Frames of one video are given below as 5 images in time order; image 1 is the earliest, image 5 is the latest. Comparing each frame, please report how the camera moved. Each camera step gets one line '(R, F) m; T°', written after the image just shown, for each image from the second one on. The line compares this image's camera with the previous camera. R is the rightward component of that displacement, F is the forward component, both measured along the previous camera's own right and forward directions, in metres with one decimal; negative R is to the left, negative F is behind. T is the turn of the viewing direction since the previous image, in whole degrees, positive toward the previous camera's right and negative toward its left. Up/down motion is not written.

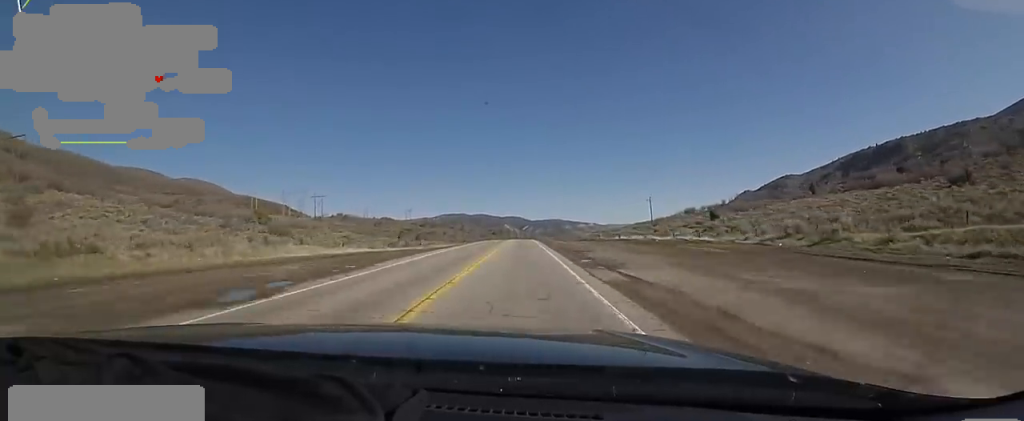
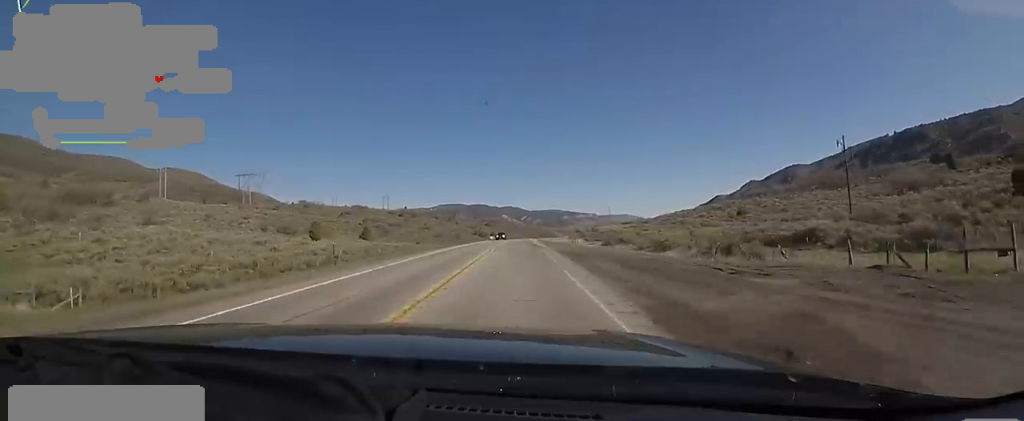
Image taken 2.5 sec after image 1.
(+0.9, +77.6) m; 0°
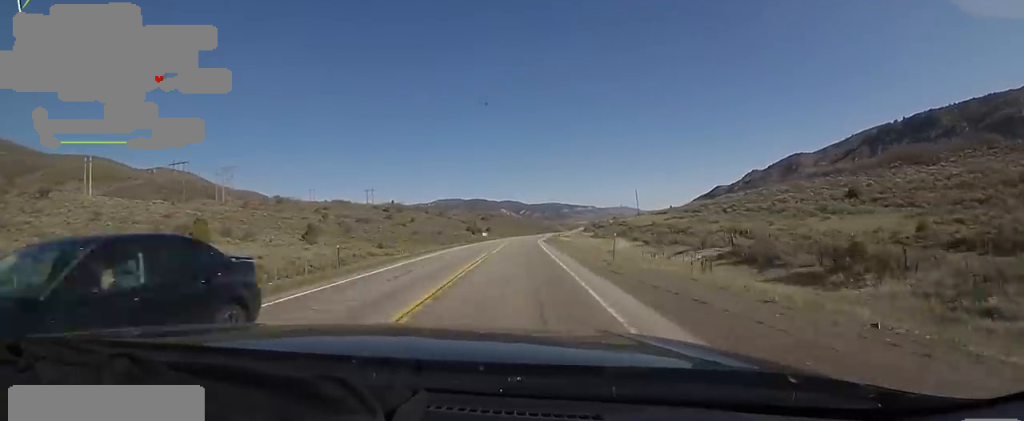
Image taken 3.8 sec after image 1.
(-0.7, +41.7) m; 0°
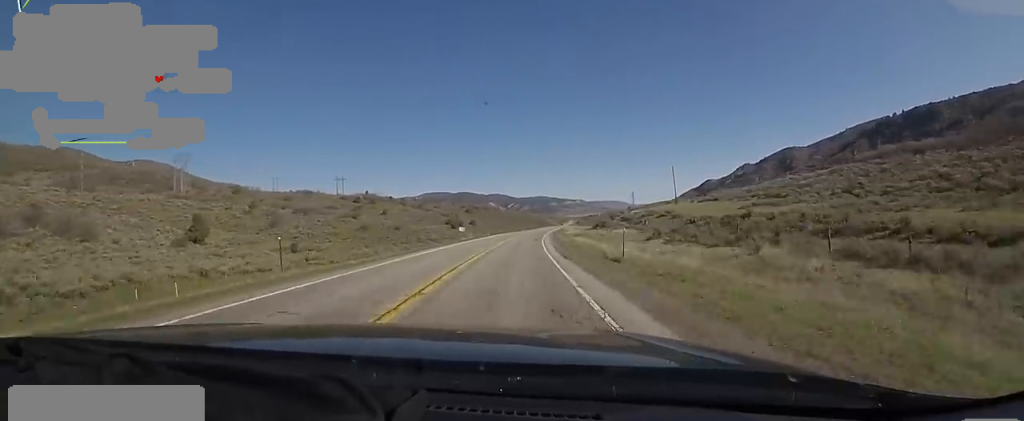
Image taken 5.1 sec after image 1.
(+0.9, +39.8) m; +2°
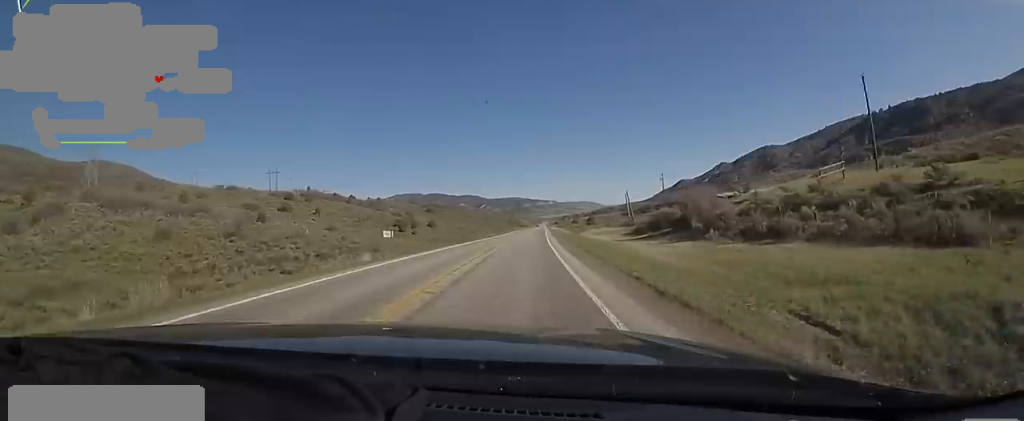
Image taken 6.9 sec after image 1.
(+0.3, +58.8) m; +1°
